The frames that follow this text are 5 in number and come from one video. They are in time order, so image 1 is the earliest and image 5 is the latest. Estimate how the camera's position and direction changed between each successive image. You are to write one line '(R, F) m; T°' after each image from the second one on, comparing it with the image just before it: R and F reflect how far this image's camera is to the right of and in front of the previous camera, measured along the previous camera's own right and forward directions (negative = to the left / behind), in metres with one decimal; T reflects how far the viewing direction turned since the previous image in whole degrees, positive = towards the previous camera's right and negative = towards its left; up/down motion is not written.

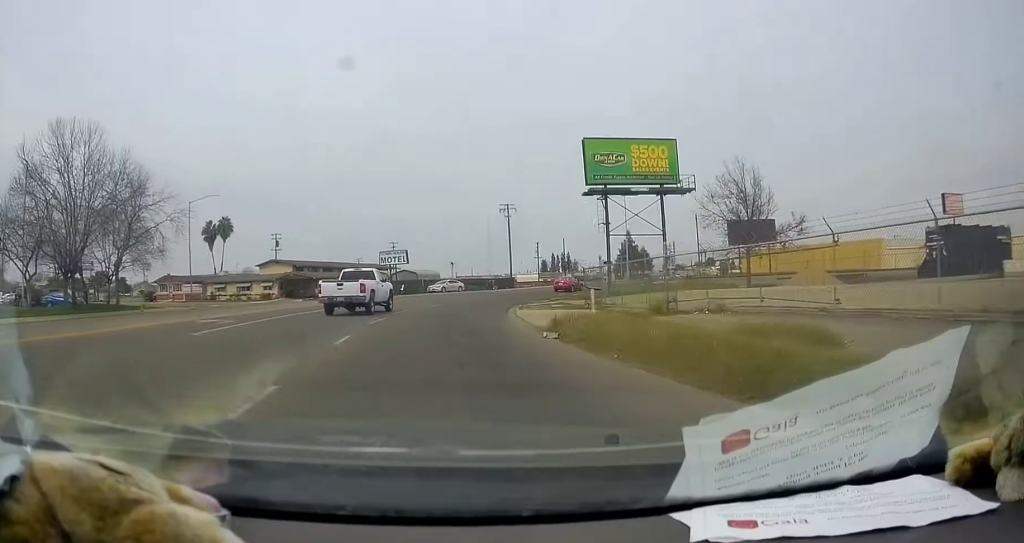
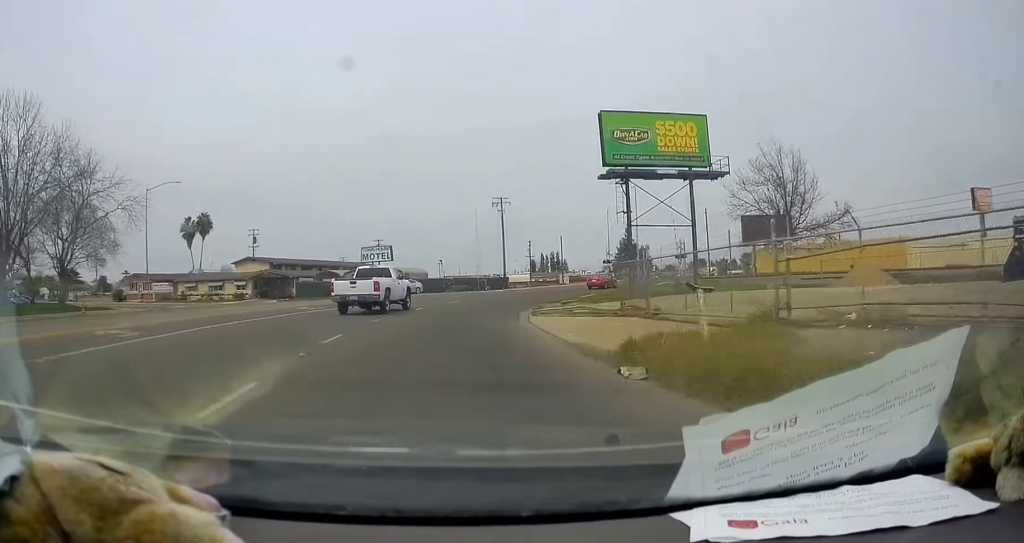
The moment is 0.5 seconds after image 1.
(0.0, +7.7) m; +1°
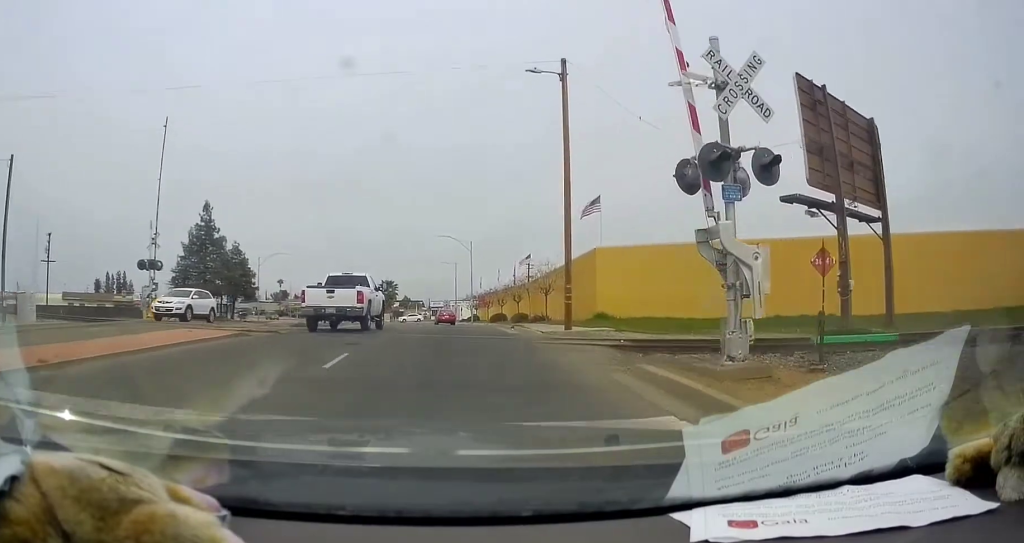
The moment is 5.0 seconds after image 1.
(+13.8, +68.2) m; +31°
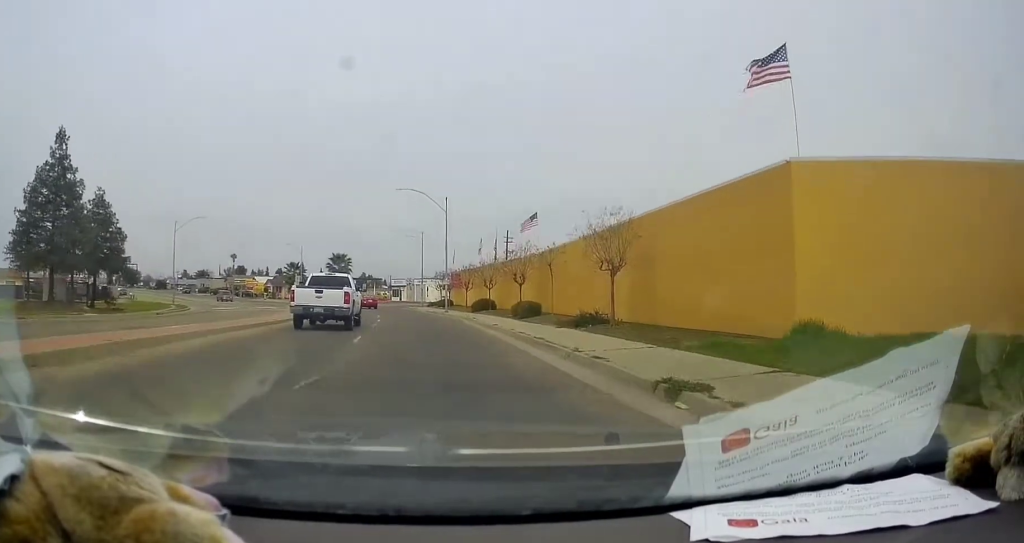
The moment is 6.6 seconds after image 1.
(+2.6, +22.0) m; +10°
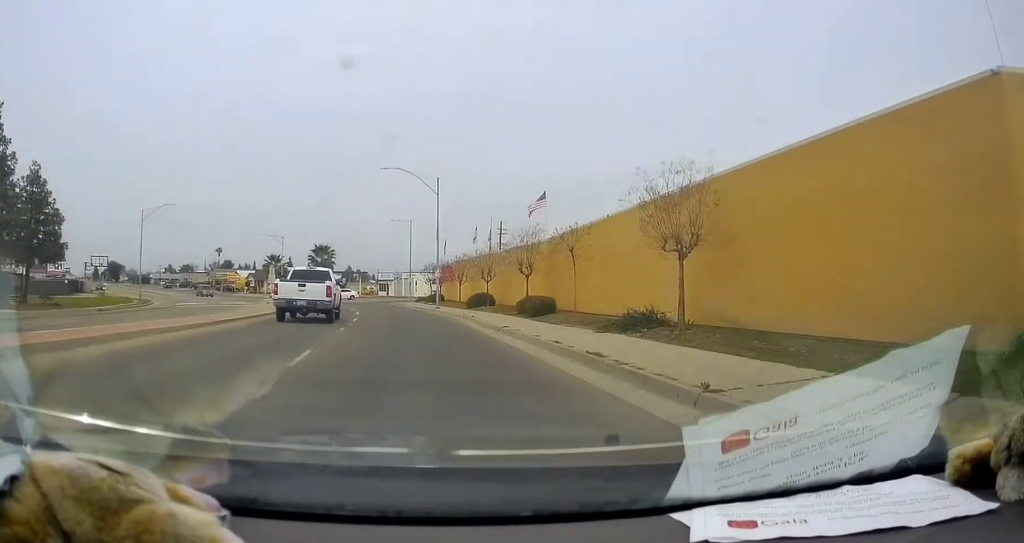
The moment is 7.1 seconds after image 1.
(+0.2, +6.7) m; +2°
